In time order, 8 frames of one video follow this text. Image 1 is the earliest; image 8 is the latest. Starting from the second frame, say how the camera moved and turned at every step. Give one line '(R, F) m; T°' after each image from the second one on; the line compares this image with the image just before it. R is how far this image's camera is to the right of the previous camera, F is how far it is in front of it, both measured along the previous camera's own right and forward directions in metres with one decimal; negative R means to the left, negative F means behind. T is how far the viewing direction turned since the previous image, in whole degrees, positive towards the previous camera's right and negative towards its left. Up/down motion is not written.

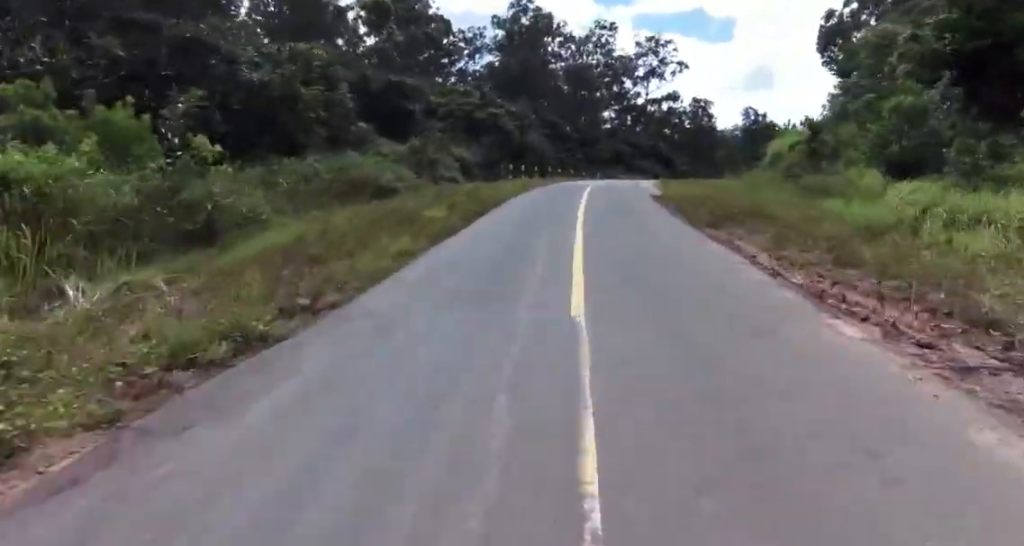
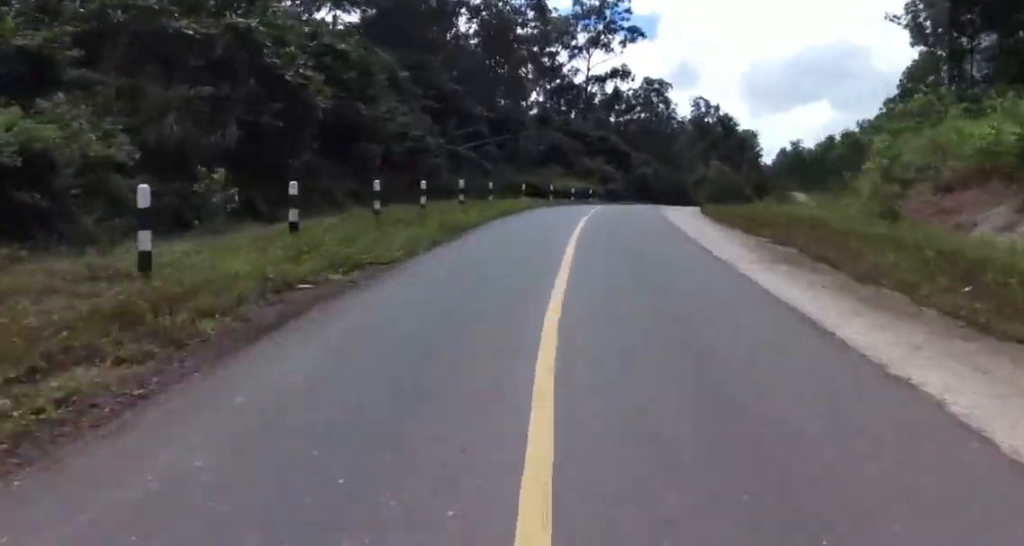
(+4.3, +34.7) m; +15°
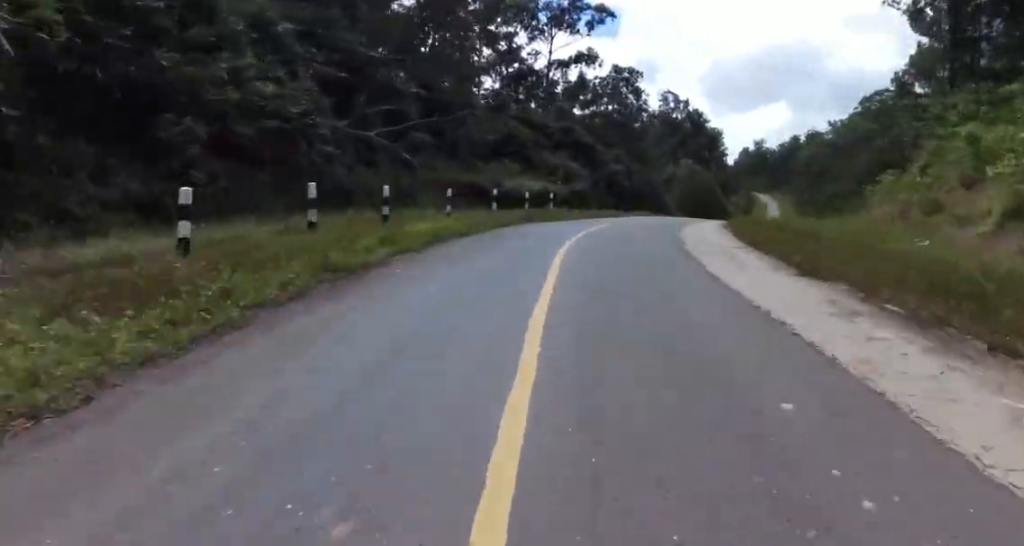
(+1.1, +11.8) m; +5°
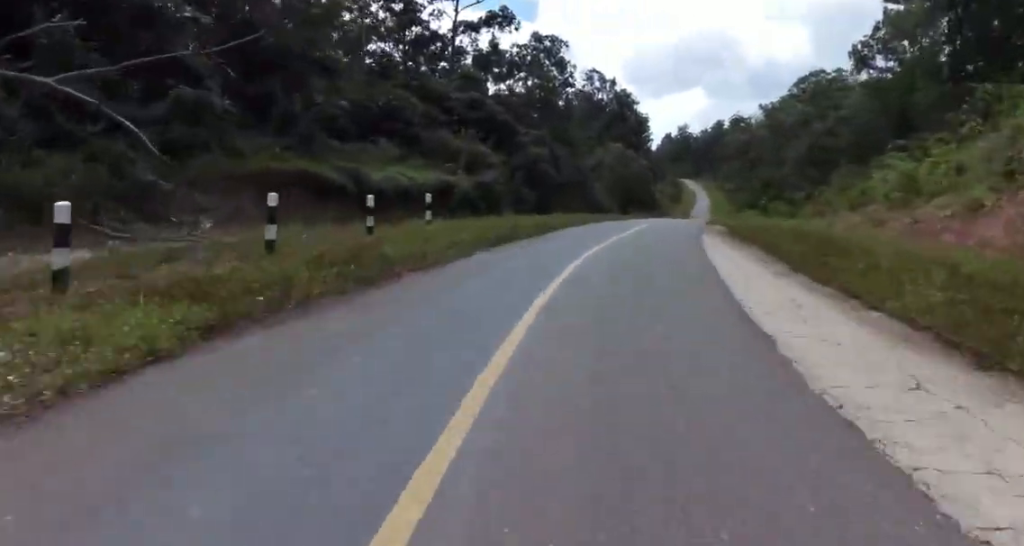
(+0.1, +15.0) m; +3°
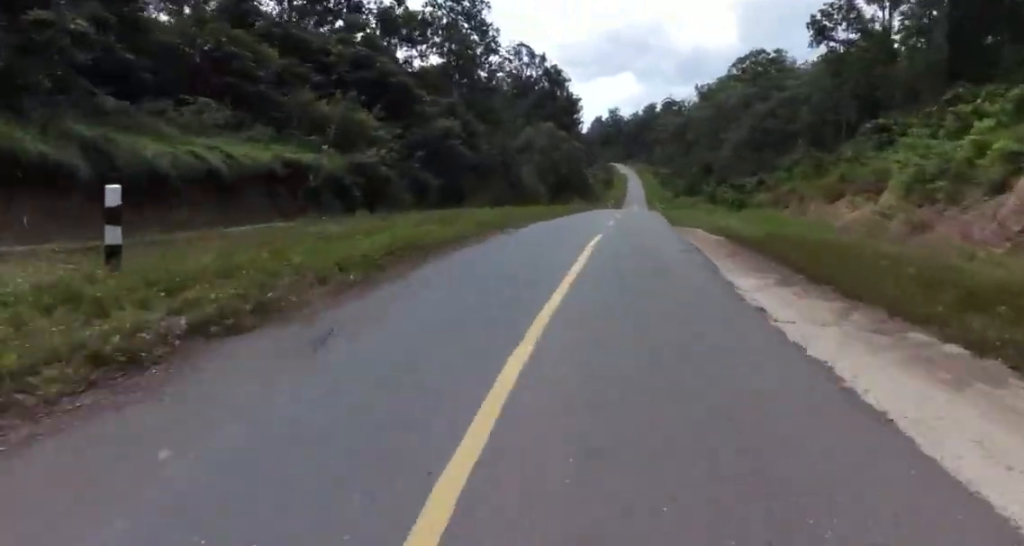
(+0.4, +11.7) m; +4°
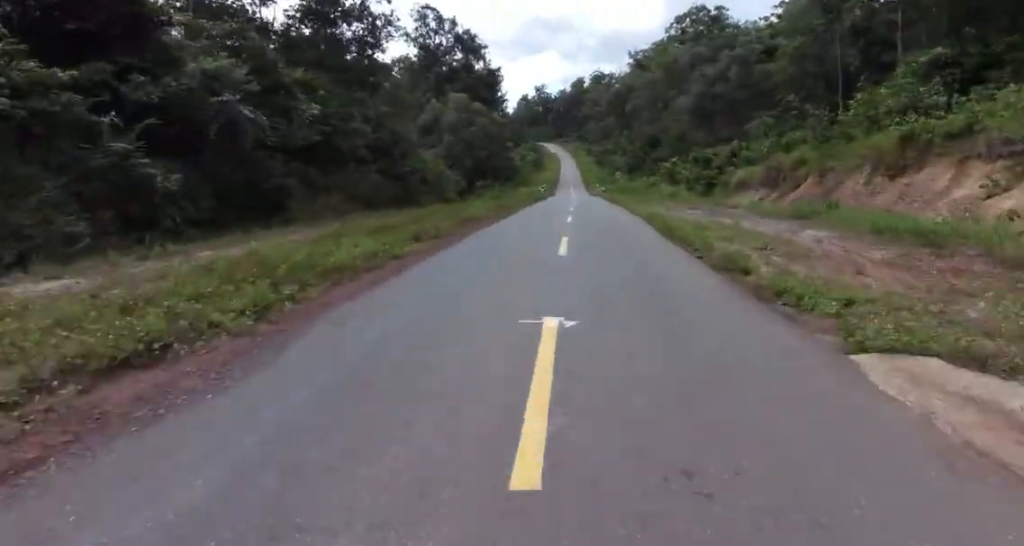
(+1.7, +20.9) m; +7°
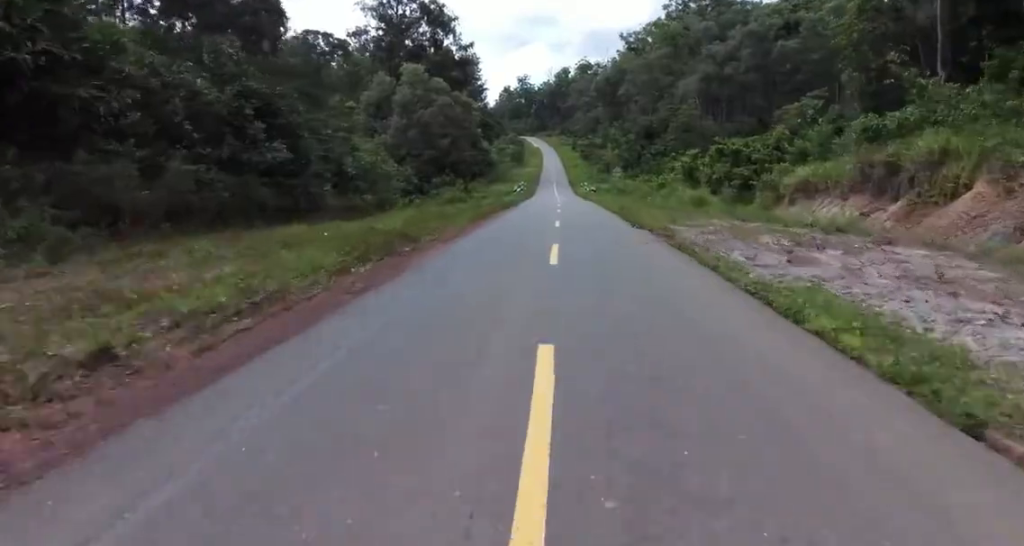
(+0.5, +18.6) m; -1°
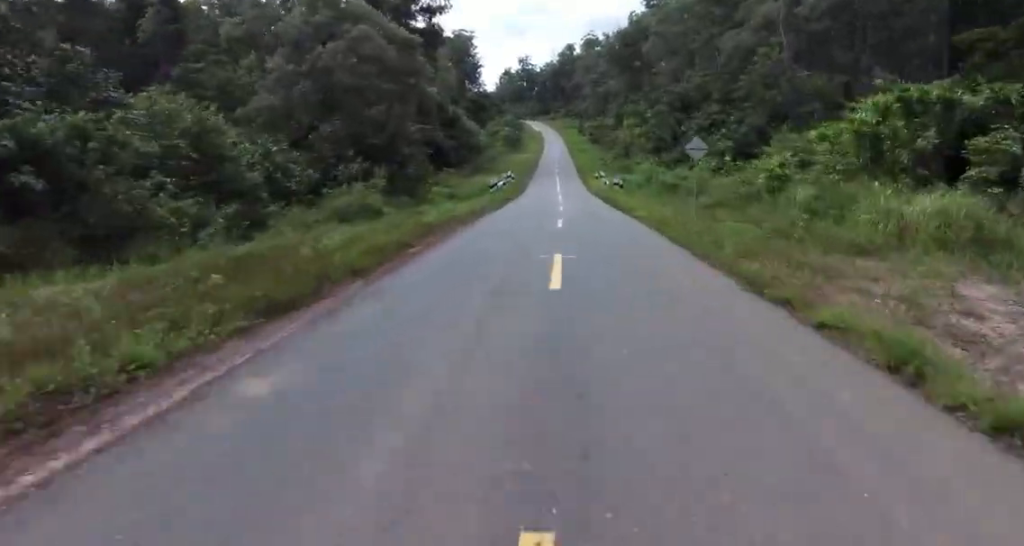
(-1.9, +29.1) m; -5°
